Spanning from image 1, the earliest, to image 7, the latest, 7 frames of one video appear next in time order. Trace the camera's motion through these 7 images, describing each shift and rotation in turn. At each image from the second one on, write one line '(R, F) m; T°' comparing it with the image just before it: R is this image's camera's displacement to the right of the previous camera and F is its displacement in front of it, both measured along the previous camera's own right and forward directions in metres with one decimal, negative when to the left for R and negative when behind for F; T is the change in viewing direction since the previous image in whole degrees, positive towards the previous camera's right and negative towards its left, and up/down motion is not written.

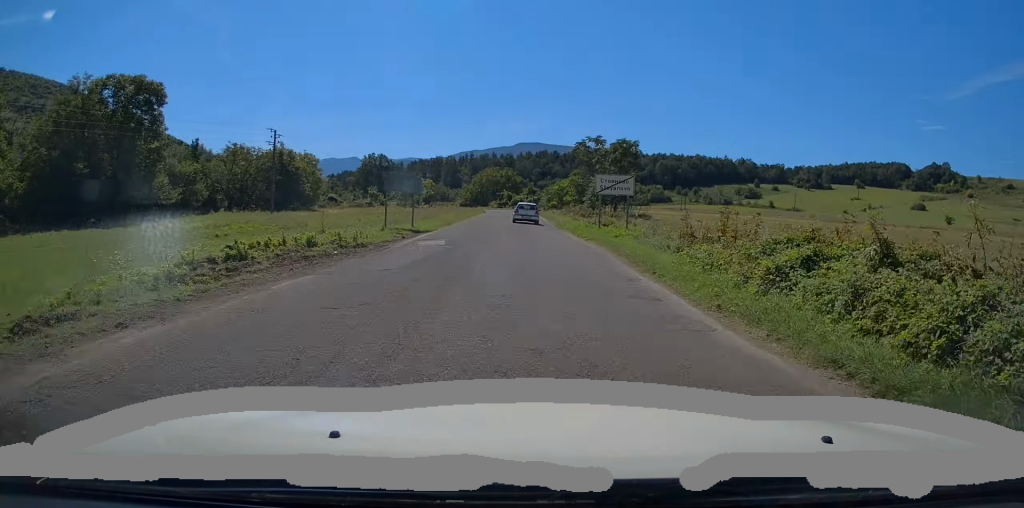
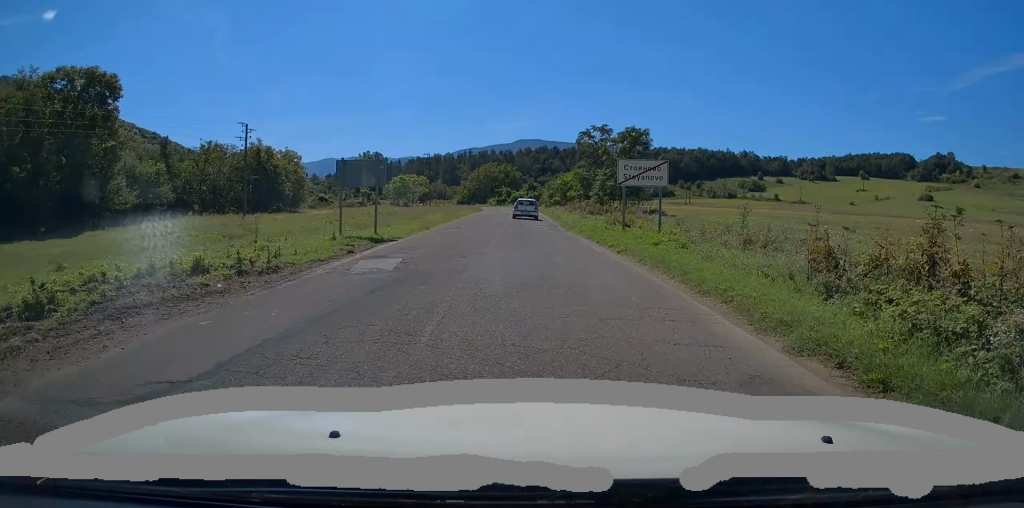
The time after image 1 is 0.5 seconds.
(0.0, +7.2) m; 0°
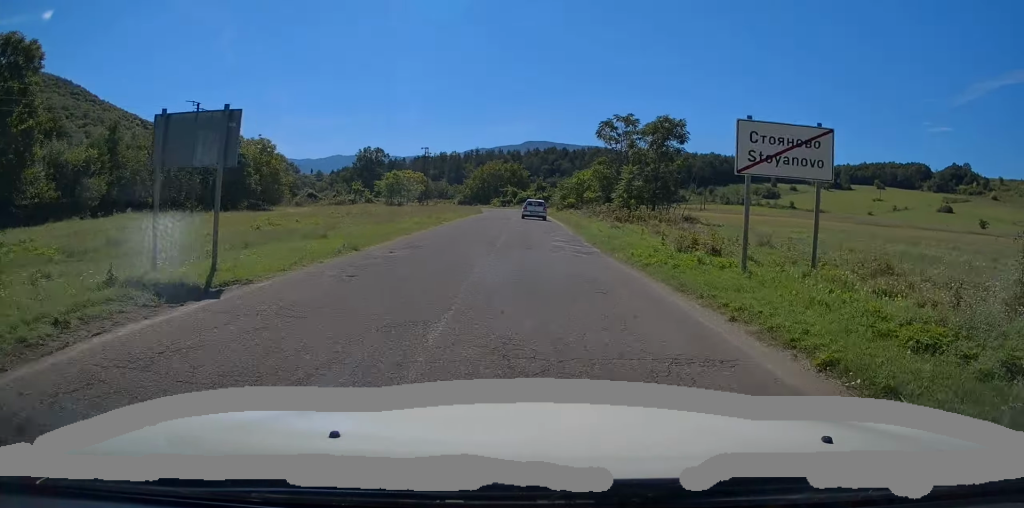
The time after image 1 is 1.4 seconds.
(0.0, +12.0) m; +1°
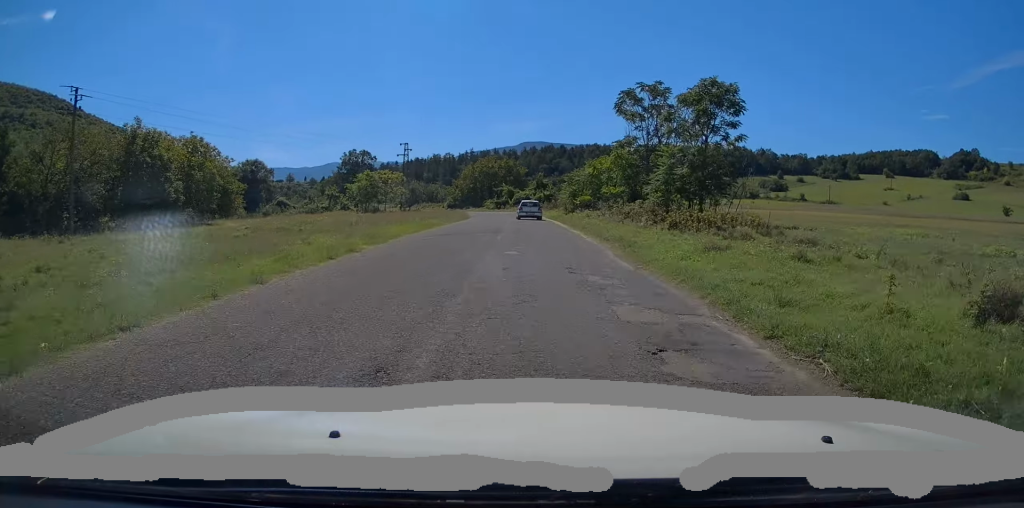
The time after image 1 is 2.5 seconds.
(+0.2, +16.0) m; 0°
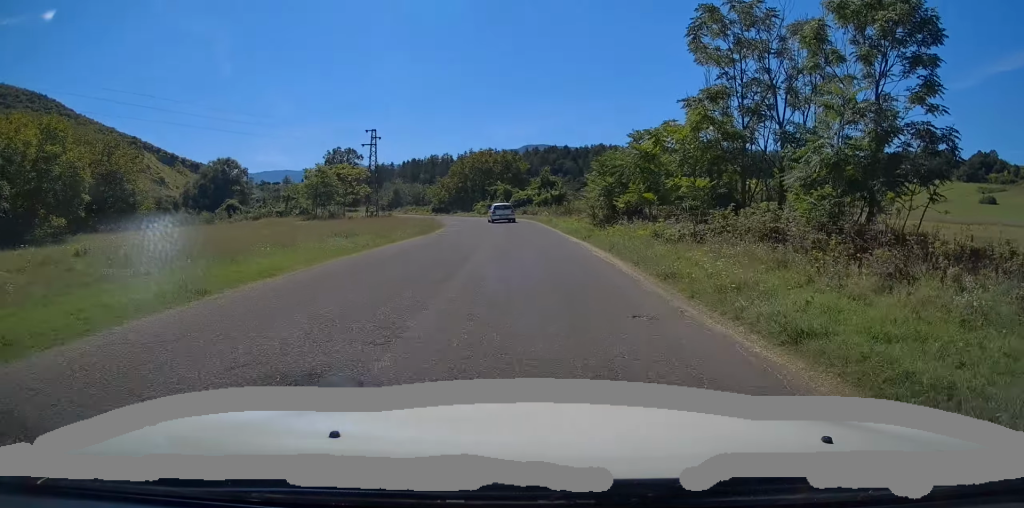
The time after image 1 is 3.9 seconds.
(-0.2, +21.2) m; -1°
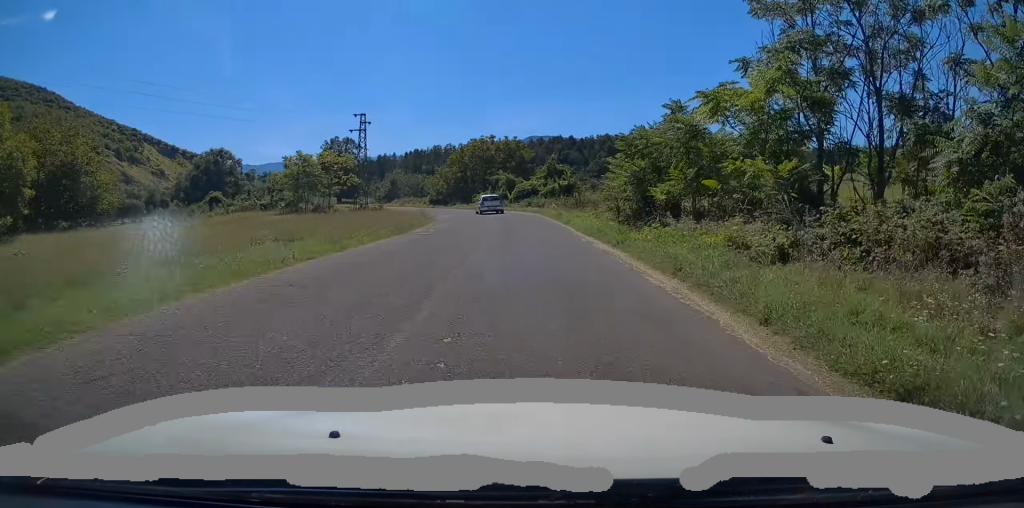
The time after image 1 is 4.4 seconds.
(0.0, +6.9) m; 0°
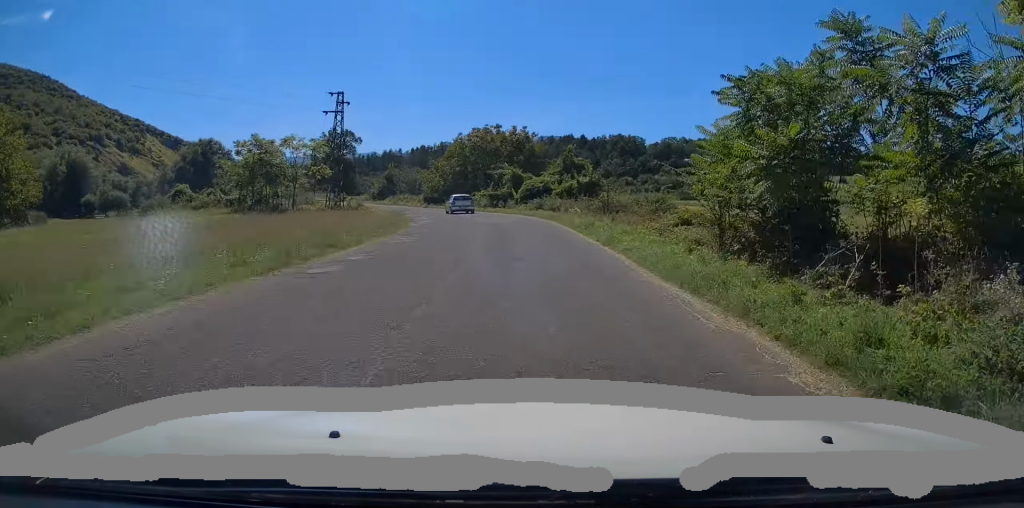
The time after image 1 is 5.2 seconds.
(-0.2, +12.0) m; -1°
